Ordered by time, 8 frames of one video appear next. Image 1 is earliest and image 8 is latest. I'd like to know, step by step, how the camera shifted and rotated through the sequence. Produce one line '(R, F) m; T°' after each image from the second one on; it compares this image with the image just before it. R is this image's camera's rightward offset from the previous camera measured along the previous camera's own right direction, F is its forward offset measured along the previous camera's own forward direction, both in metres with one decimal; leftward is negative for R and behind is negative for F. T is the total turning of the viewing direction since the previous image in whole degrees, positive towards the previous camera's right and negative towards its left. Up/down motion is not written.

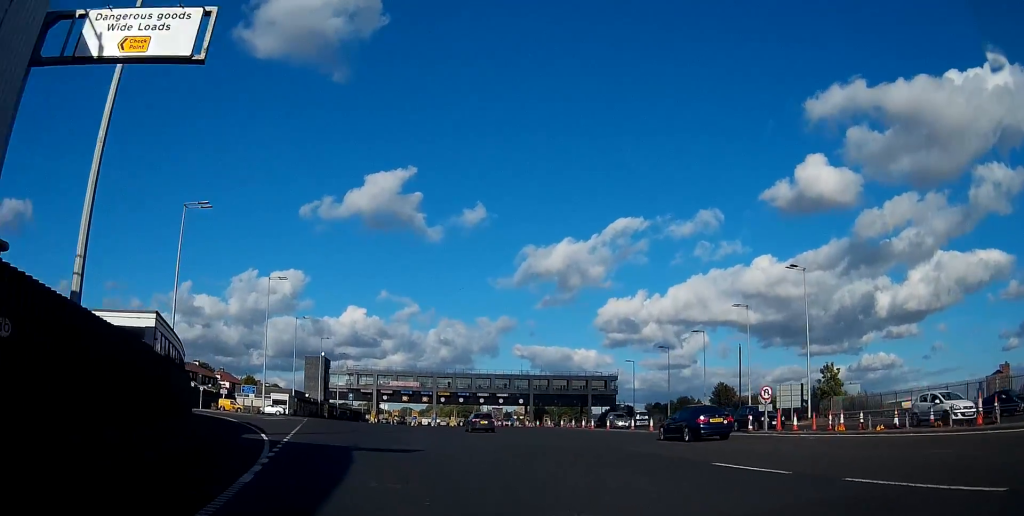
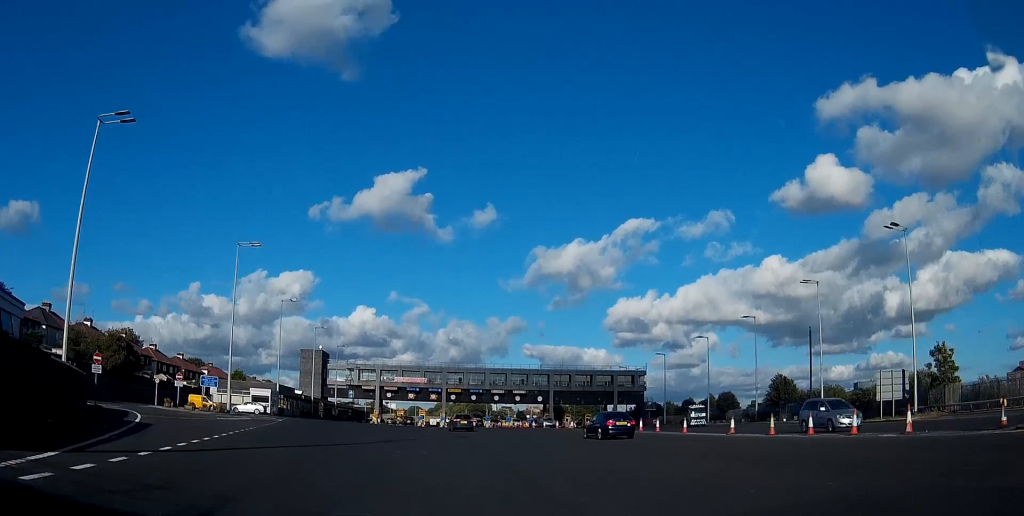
(+0.1, +17.4) m; +1°
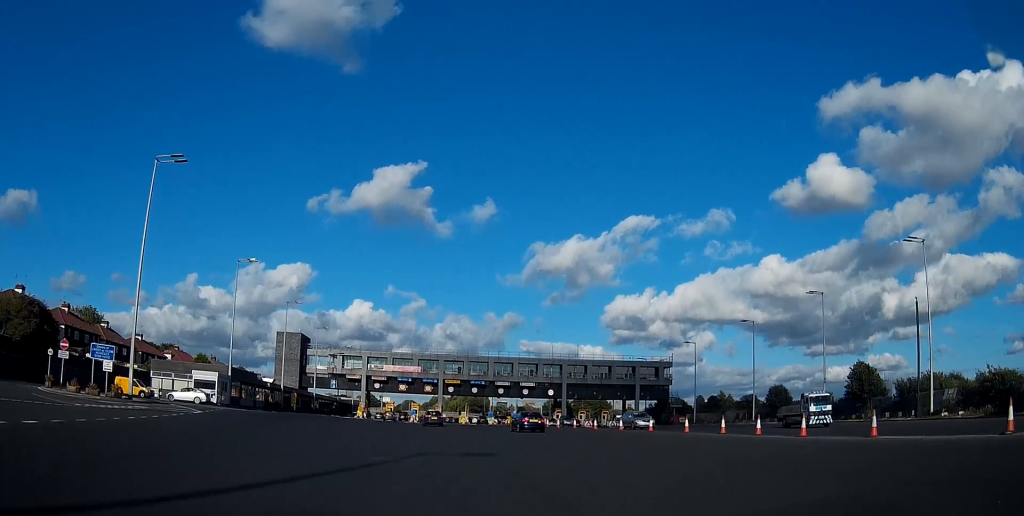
(+0.2, +21.8) m; +2°
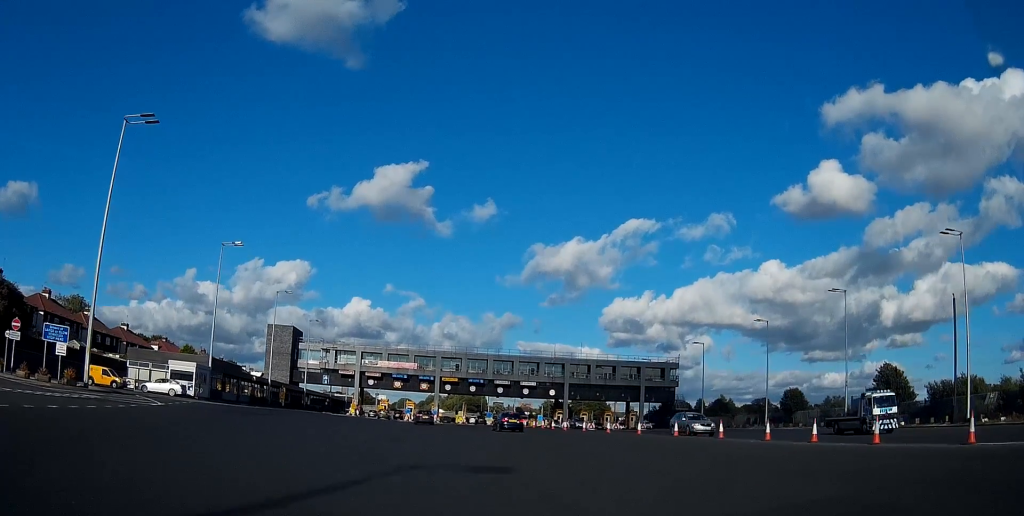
(0.0, +6.0) m; +1°
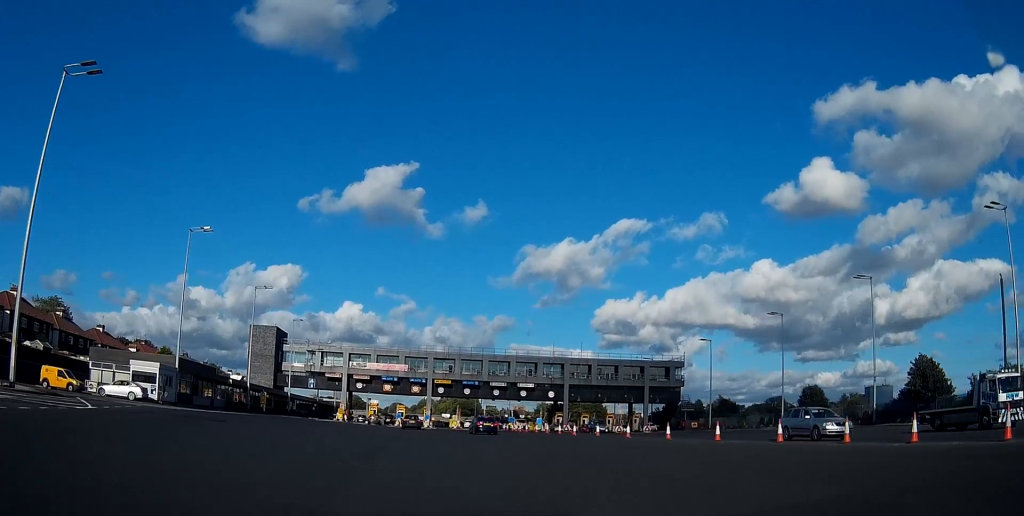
(+0.1, +7.5) m; +1°
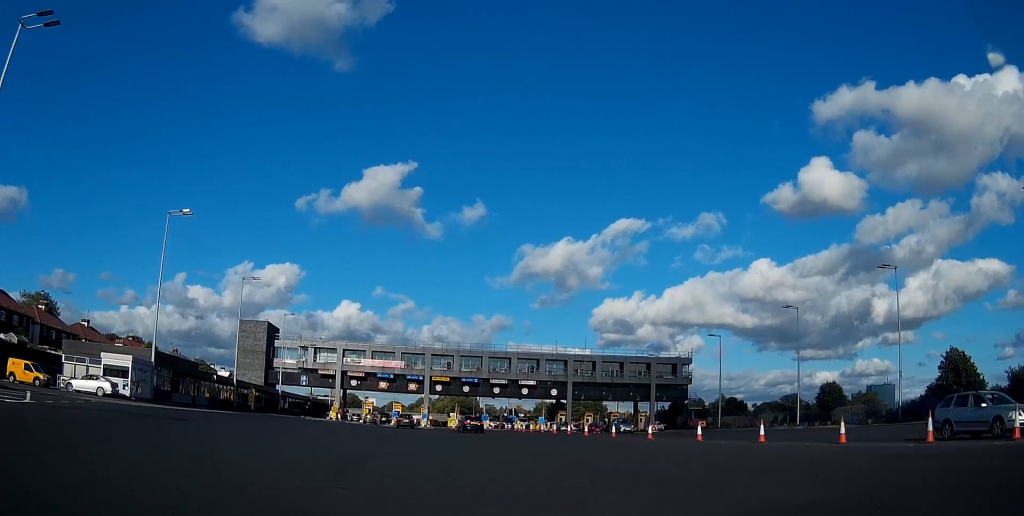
(0.0, +5.3) m; 0°
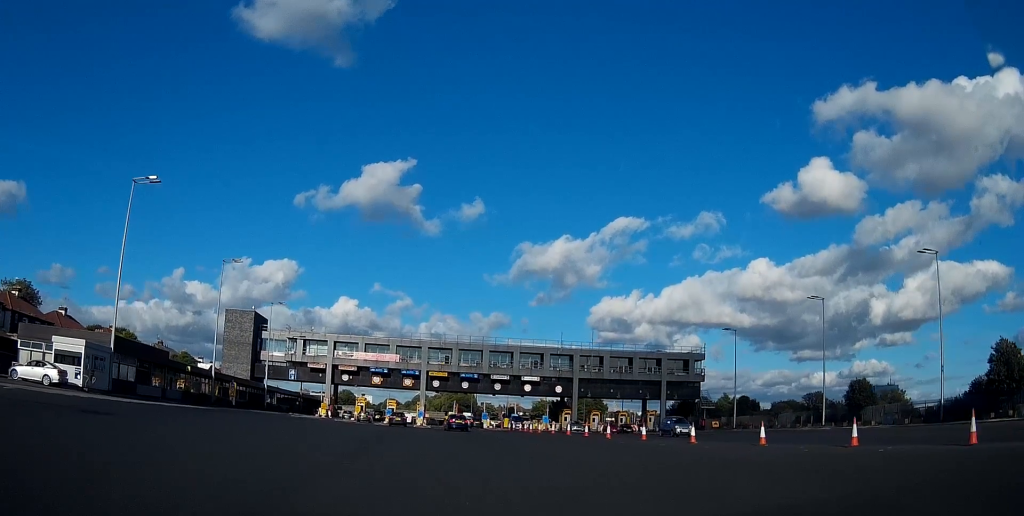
(+0.1, +7.5) m; 0°
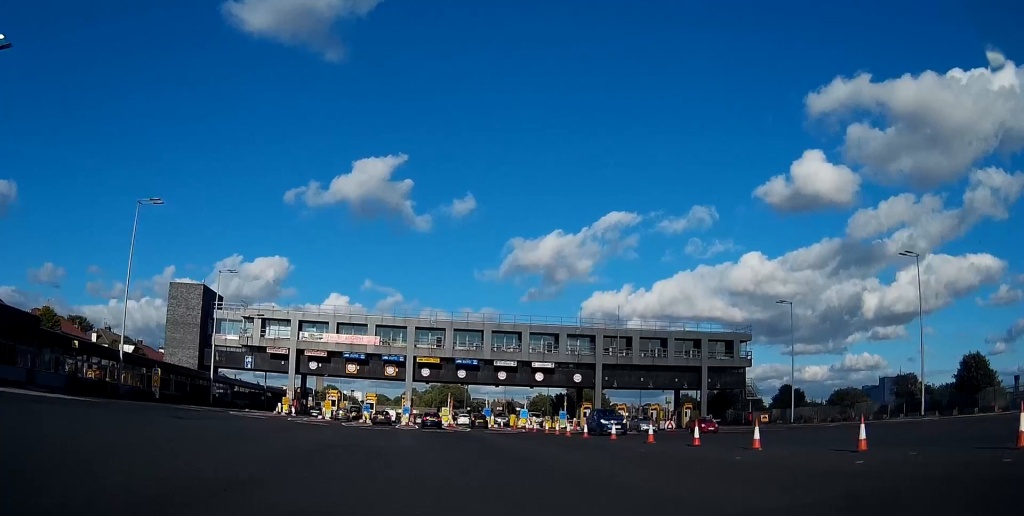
(-0.1, +21.9) m; -1°
